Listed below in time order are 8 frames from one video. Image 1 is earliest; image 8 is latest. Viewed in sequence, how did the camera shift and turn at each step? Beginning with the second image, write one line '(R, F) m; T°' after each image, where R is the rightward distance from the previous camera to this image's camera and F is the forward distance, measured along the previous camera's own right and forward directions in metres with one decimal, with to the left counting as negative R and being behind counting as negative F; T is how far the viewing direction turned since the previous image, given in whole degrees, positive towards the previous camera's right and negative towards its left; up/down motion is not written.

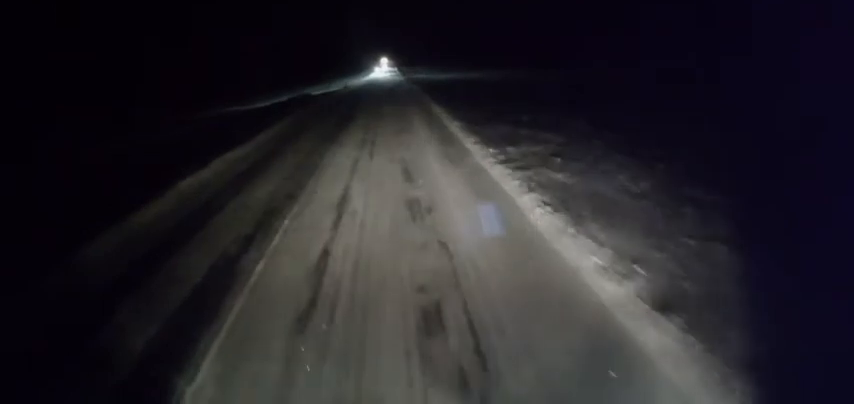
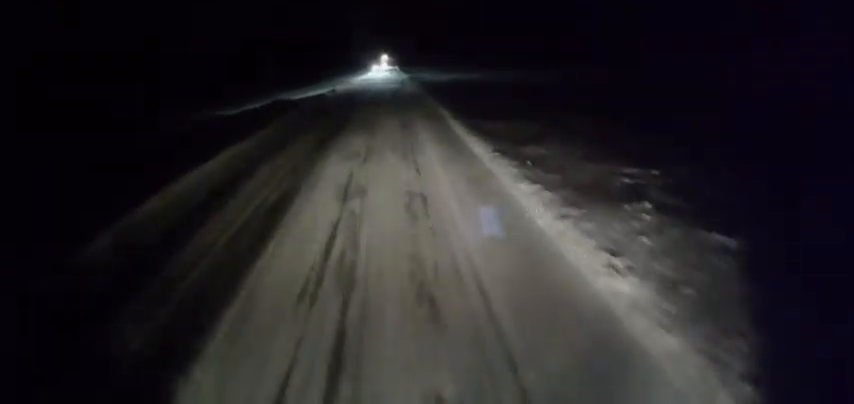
(0.0, +10.2) m; 0°
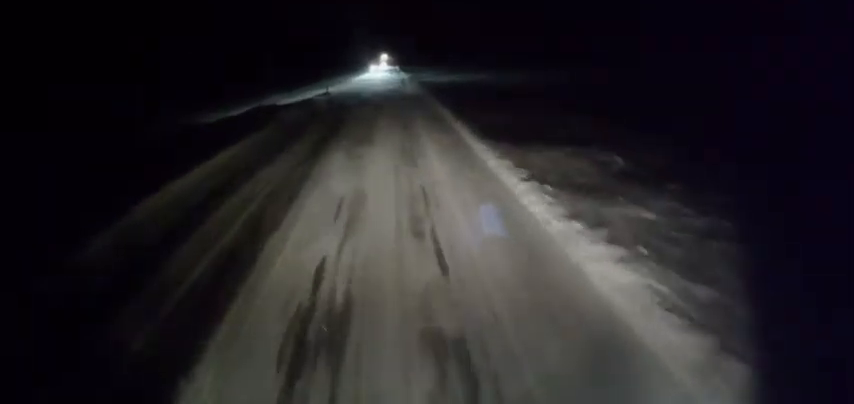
(-0.1, +5.4) m; +1°
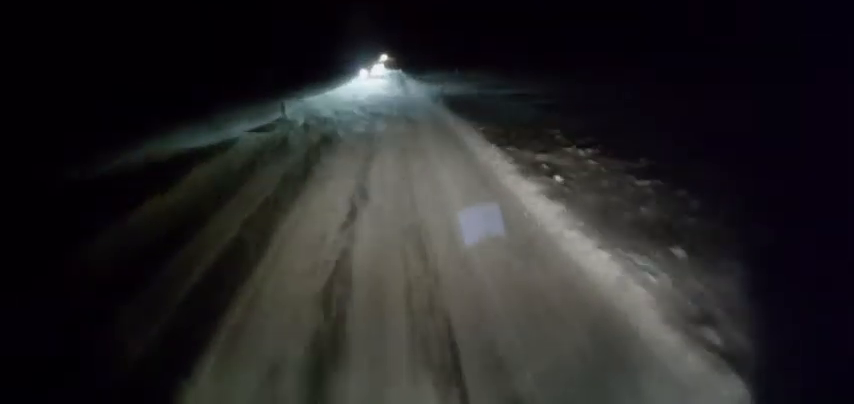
(+0.4, +18.1) m; +1°
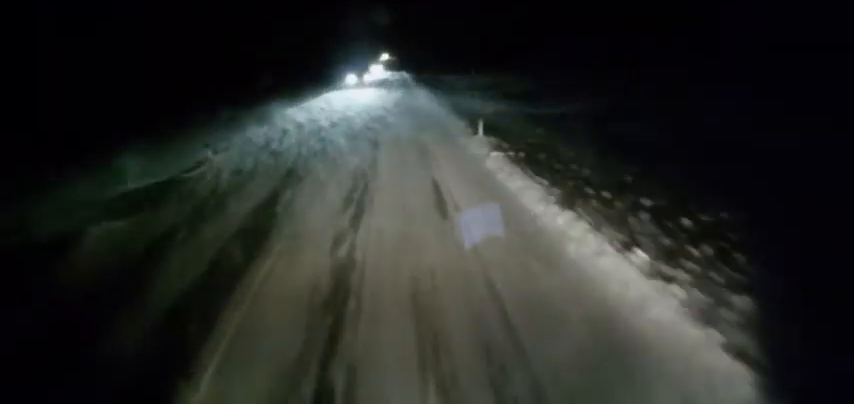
(-0.2, +11.0) m; -1°
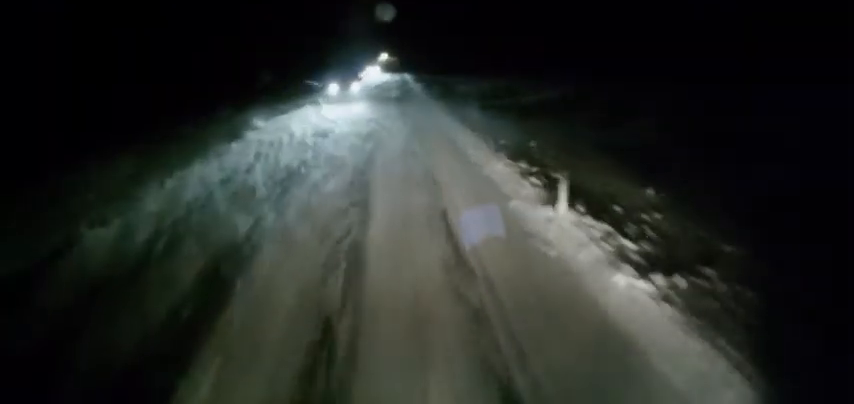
(0.0, +6.7) m; -1°
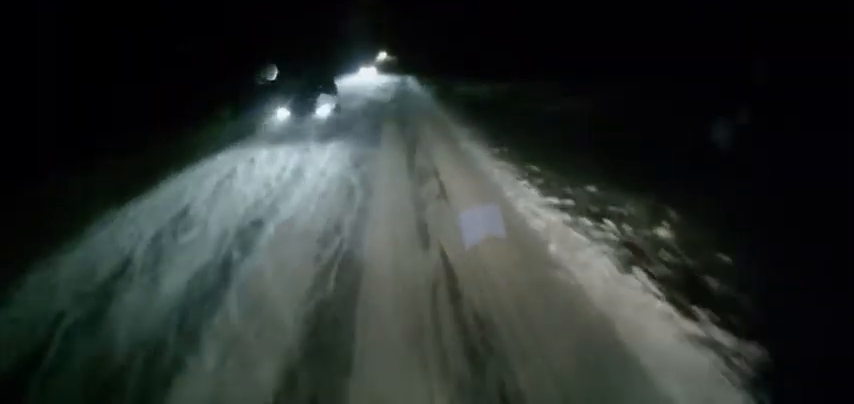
(-0.1, +7.3) m; 0°
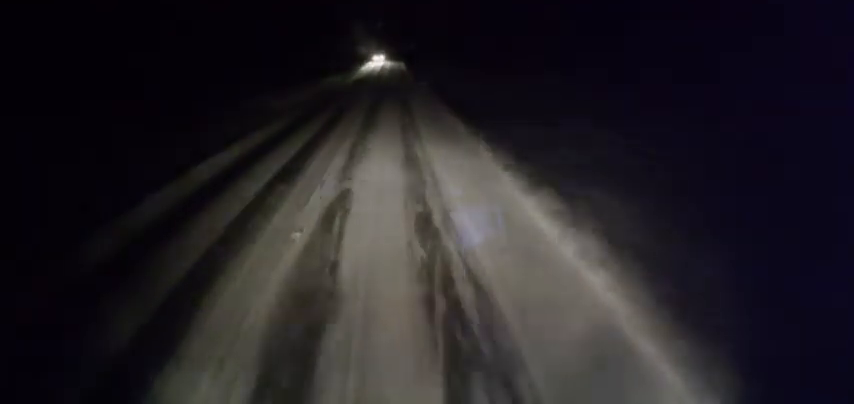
(+0.3, +48.2) m; 0°
